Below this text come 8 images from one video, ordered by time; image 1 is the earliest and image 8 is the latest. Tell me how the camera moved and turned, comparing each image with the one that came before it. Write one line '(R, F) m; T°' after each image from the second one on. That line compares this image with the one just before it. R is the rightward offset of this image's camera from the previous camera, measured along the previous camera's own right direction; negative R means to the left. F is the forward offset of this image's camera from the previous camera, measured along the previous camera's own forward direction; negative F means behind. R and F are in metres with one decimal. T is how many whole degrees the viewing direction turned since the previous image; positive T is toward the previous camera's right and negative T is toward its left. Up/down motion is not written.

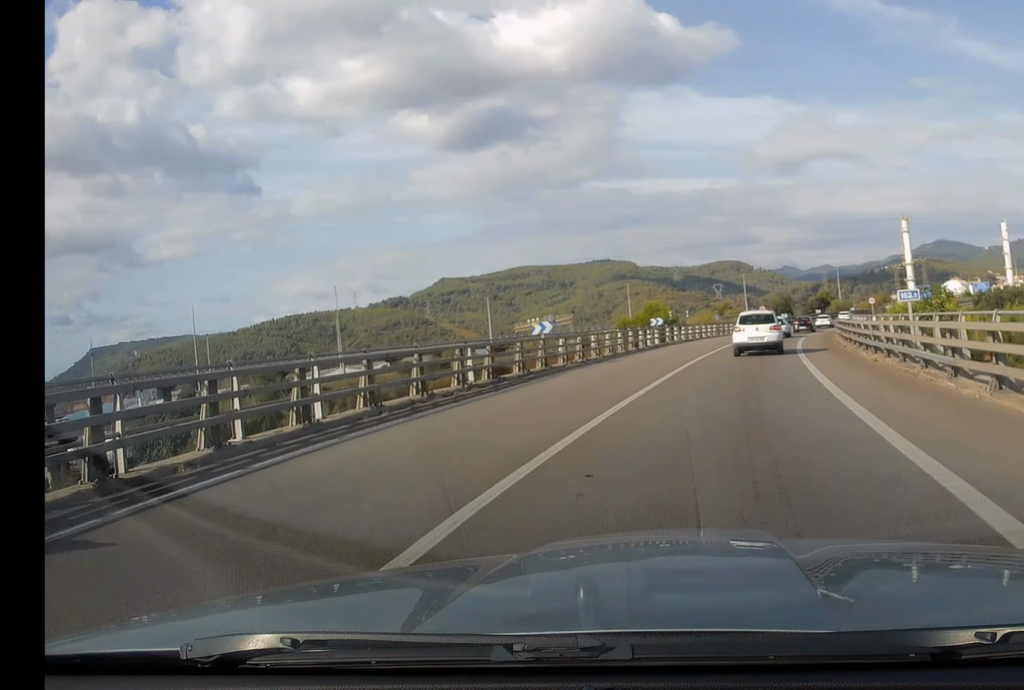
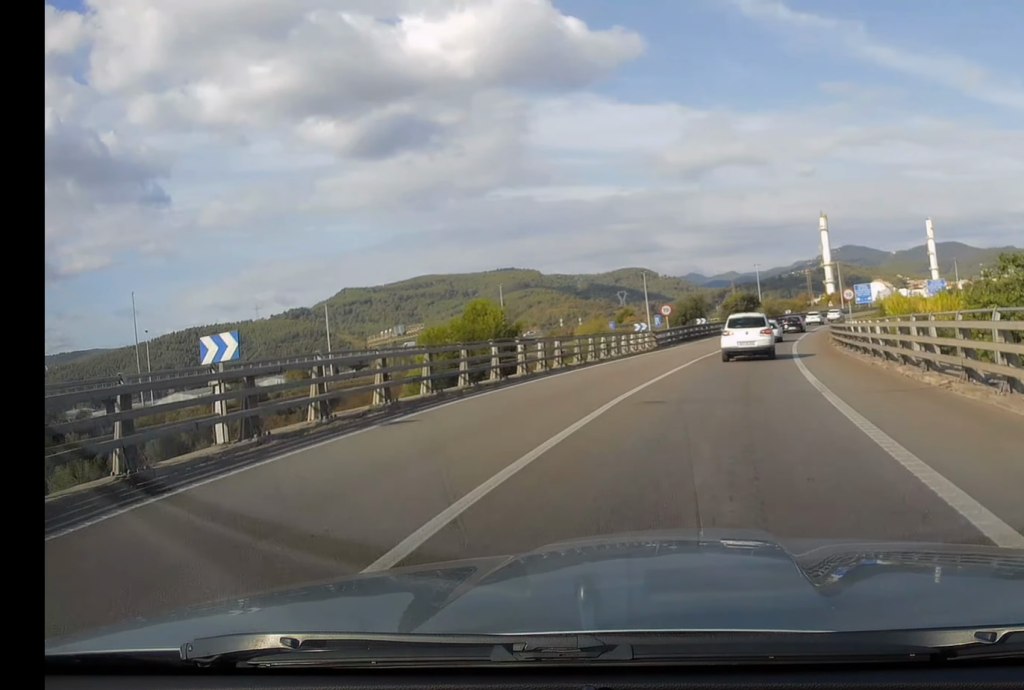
(+2.0, +37.9) m; +6°
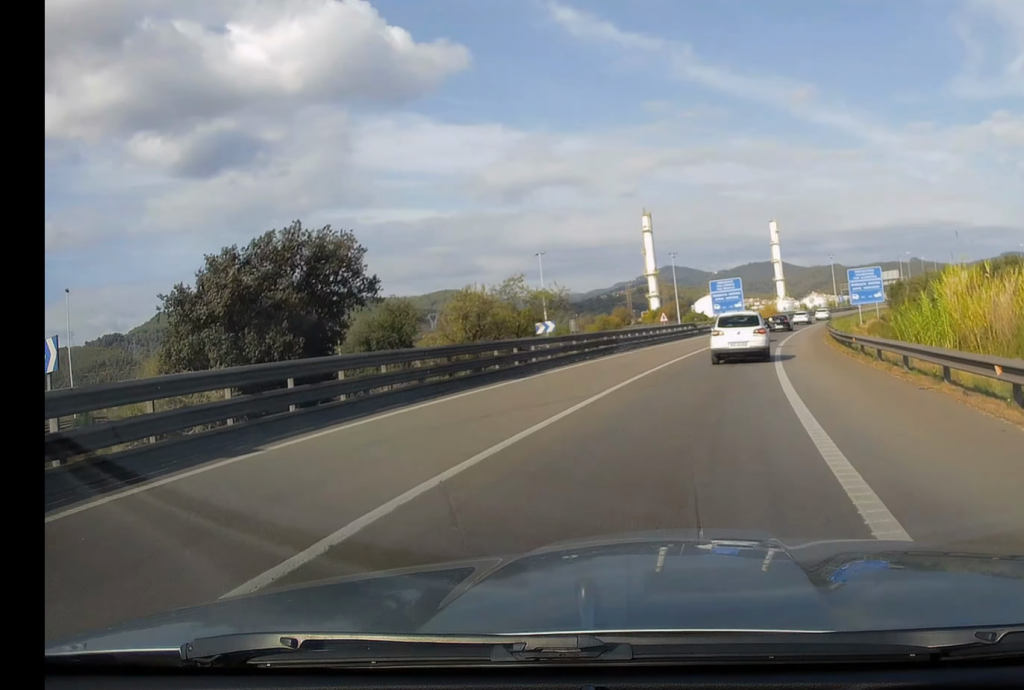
(+9.0, +80.5) m; +13°
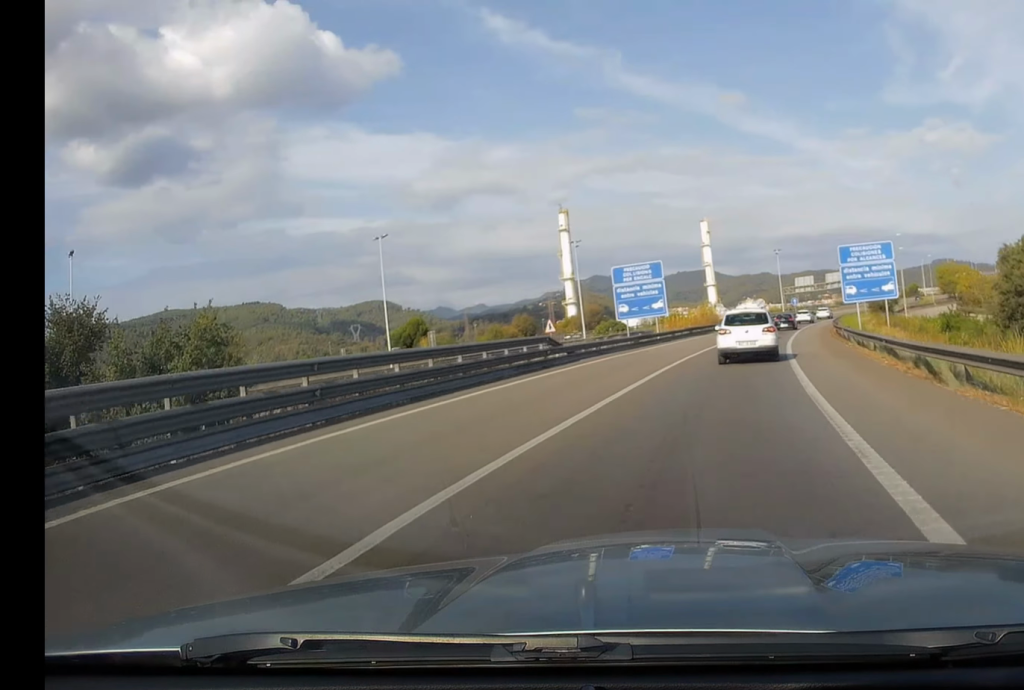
(+2.1, +36.6) m; +6°
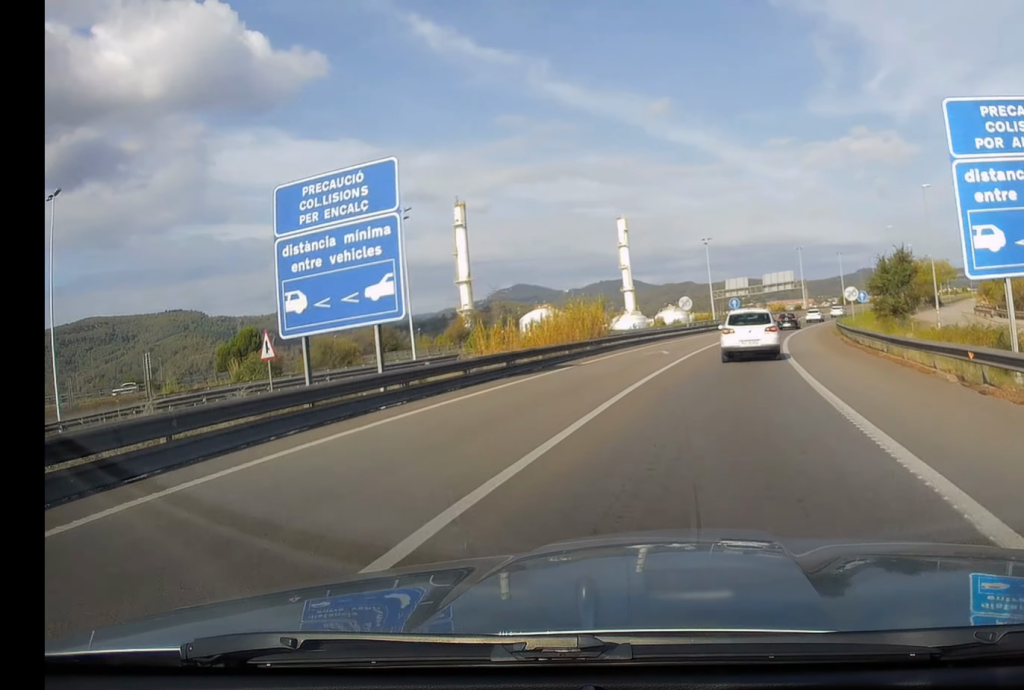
(+2.0, +39.8) m; +5°
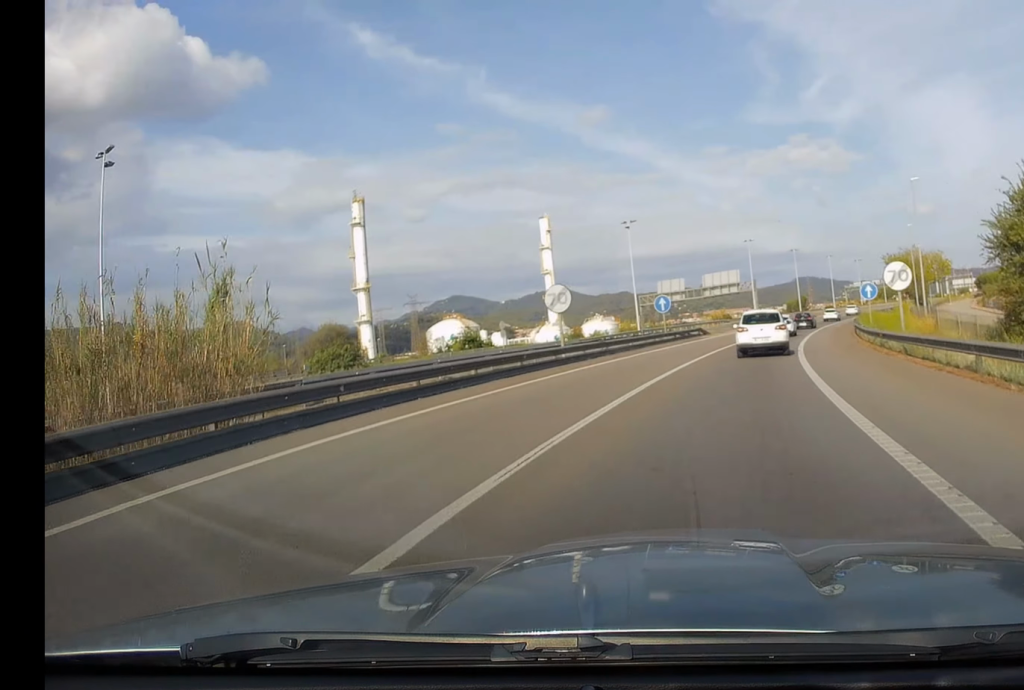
(+1.2, +34.3) m; +5°
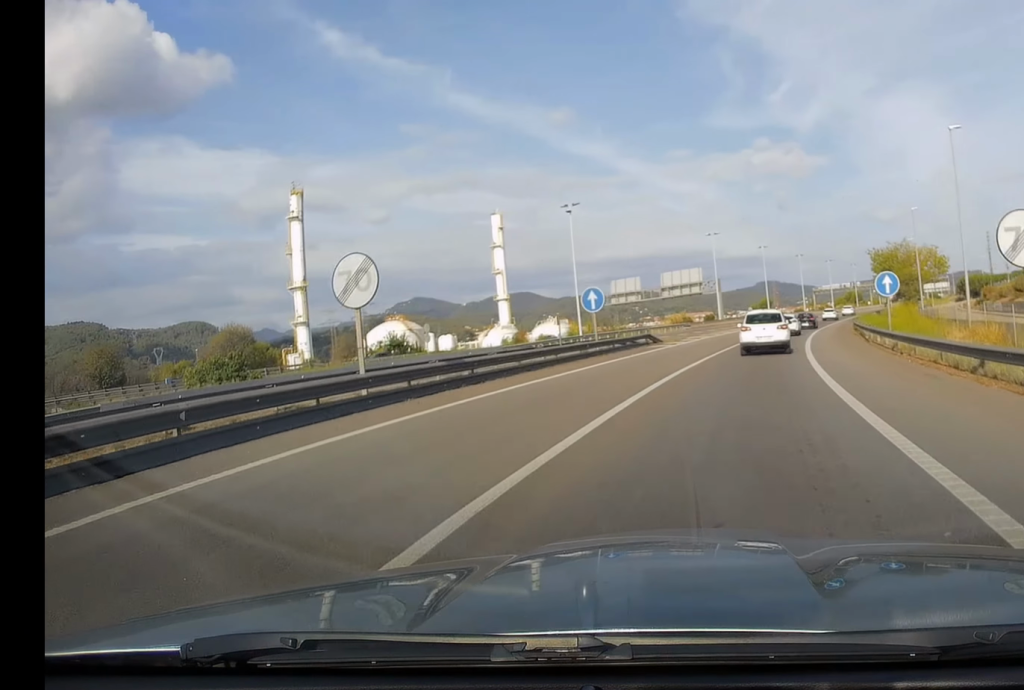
(+0.4, +16.7) m; +3°
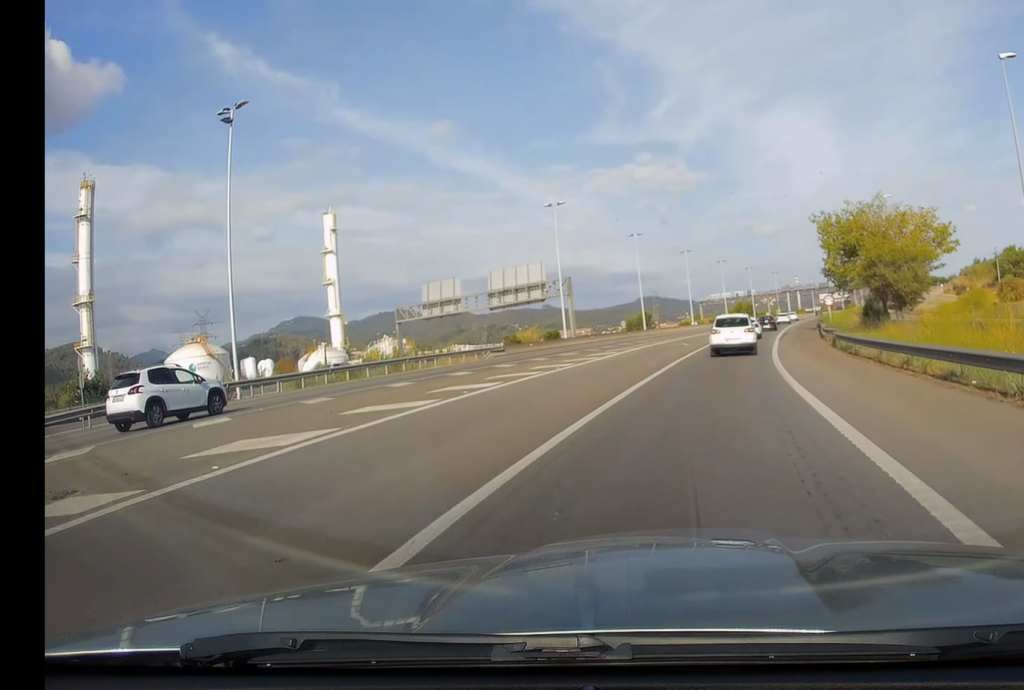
(+3.3, +44.7) m; +8°
